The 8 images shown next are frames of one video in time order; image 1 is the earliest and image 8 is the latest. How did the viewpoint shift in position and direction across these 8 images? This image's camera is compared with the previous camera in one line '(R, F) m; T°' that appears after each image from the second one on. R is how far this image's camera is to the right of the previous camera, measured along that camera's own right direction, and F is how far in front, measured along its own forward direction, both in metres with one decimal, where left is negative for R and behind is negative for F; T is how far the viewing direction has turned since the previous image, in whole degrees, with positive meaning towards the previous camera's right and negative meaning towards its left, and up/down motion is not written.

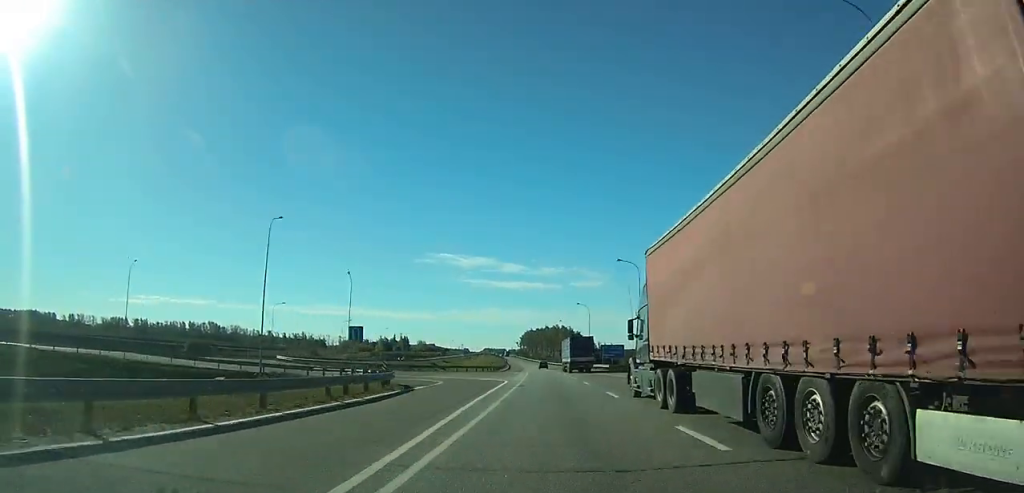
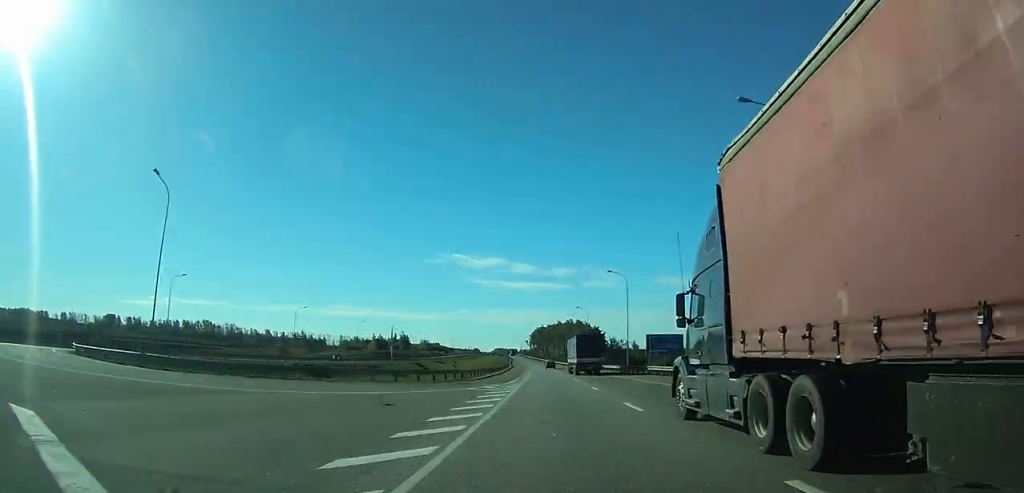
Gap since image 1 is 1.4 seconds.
(-0.2, +41.4) m; -1°
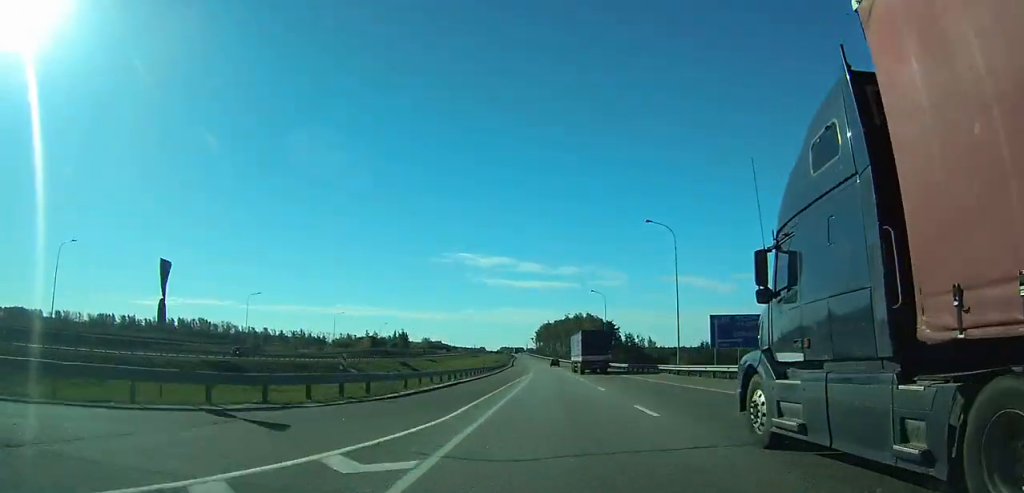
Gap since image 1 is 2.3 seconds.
(-0.2, +25.9) m; -1°
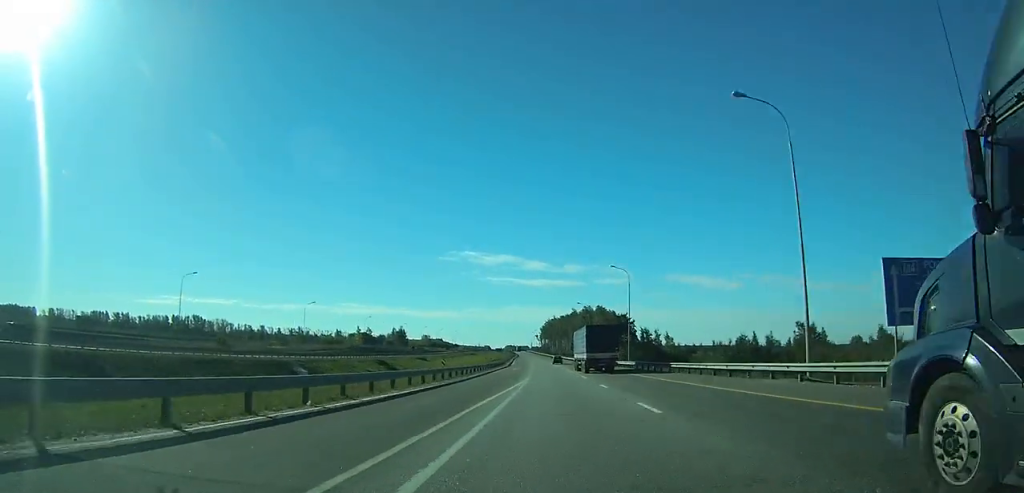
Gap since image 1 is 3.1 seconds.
(-0.1, +24.0) m; -1°
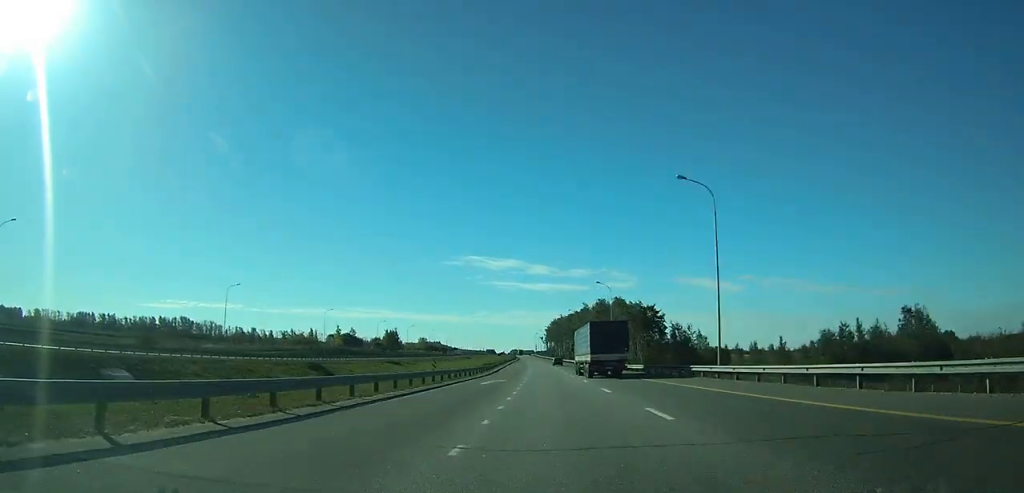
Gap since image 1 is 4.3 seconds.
(-0.3, +38.4) m; -1°
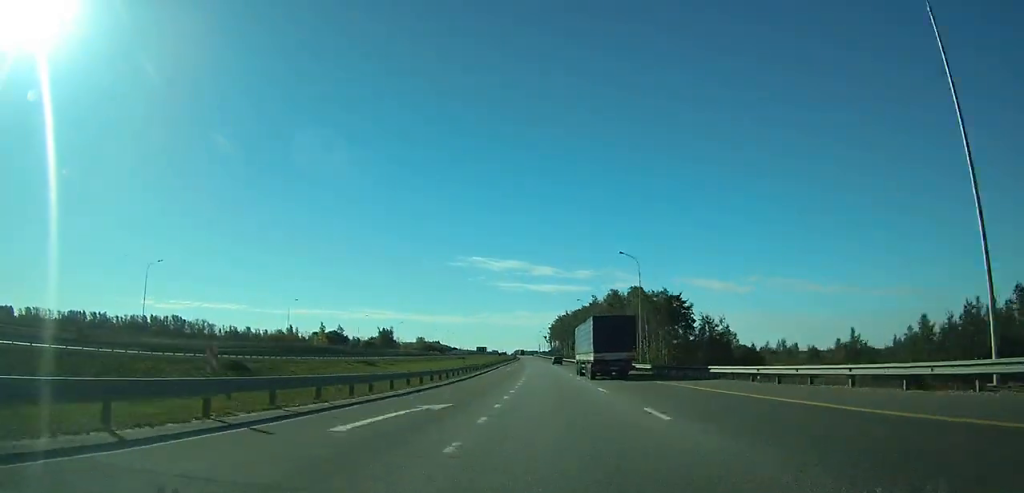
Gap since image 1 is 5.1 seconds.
(0.0, +24.4) m; -1°
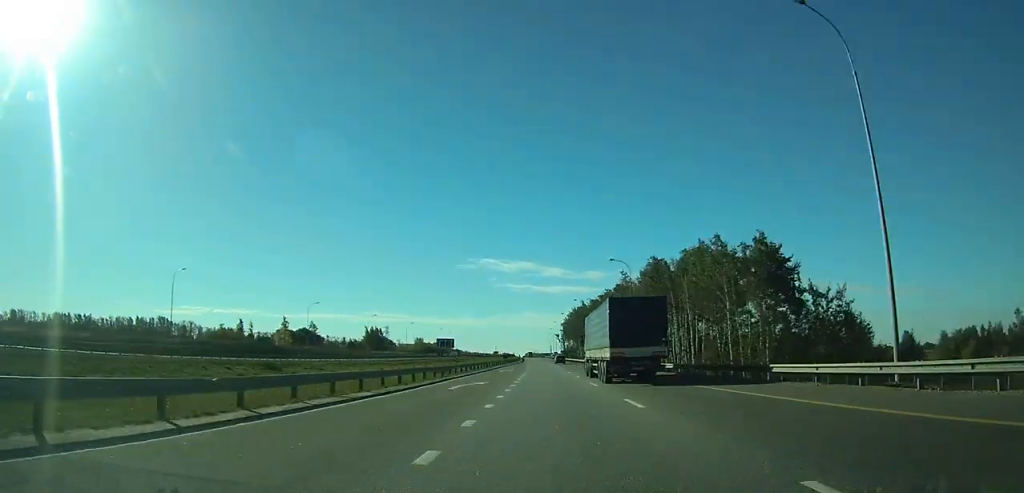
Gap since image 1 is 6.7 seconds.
(-0.5, +47.3) m; -2°
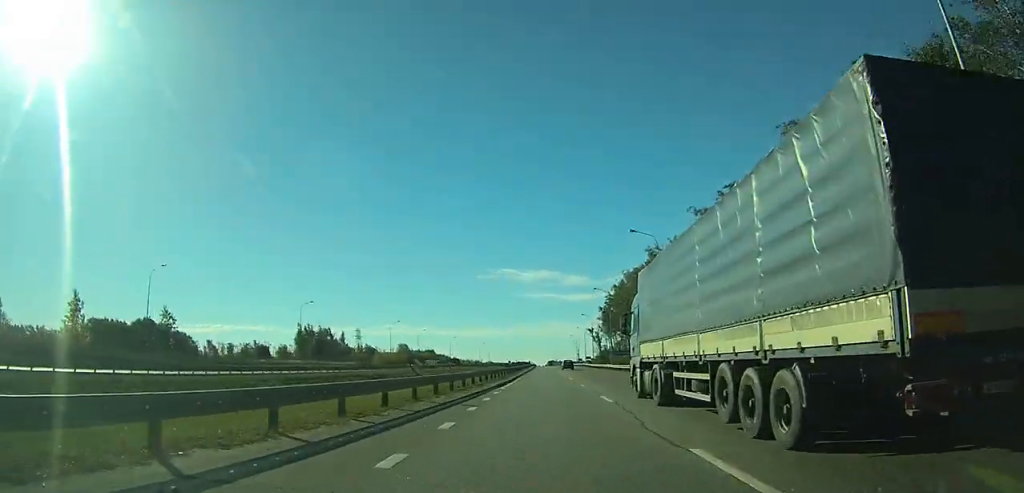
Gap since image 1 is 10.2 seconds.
(-3.1, +107.8) m; 0°
